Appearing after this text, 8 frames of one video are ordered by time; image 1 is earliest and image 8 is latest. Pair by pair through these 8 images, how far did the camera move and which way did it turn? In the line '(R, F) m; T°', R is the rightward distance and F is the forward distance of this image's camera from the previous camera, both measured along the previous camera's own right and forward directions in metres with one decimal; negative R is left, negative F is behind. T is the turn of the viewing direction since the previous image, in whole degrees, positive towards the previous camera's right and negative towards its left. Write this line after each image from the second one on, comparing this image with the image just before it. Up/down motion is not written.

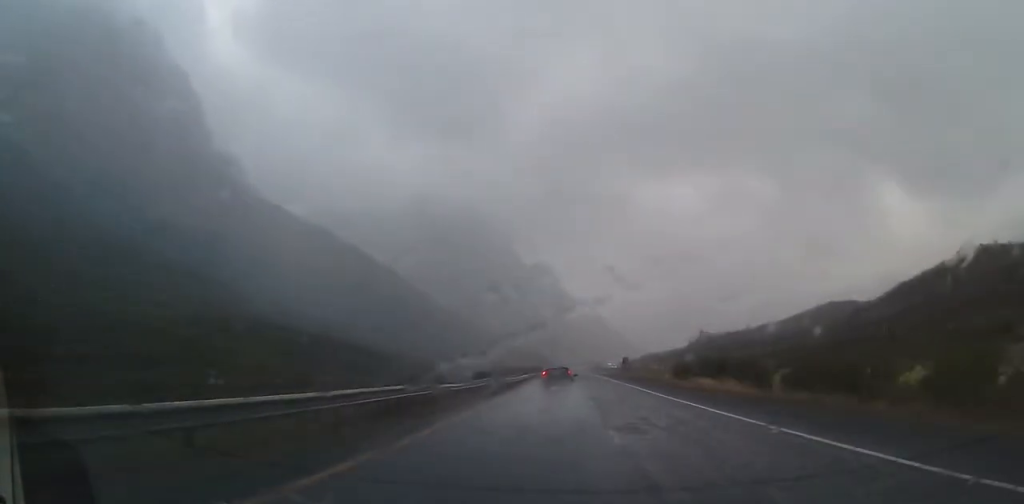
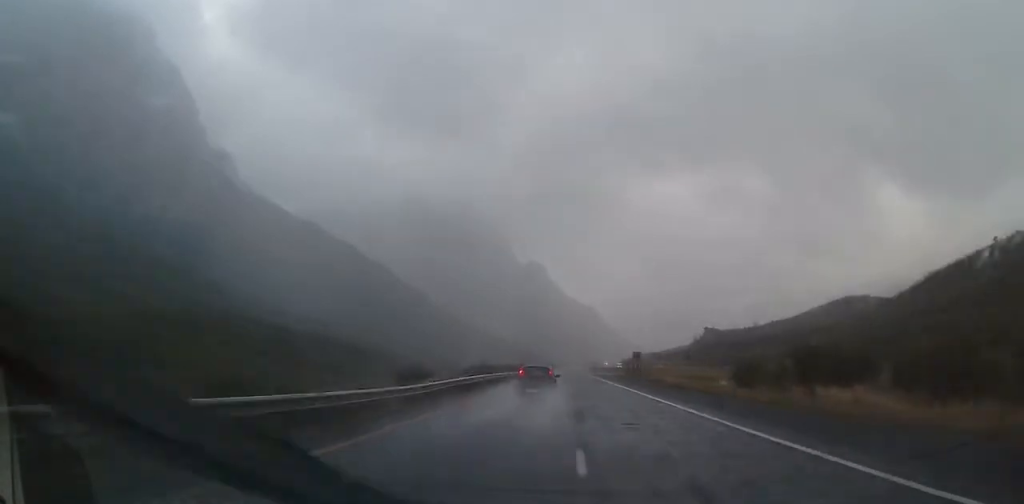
(+0.2, +28.4) m; +1°
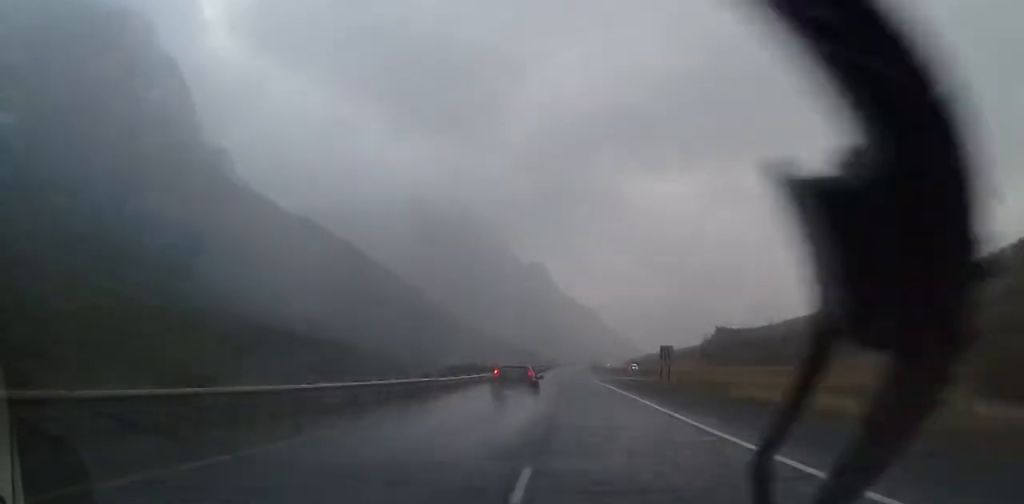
(+0.1, +24.9) m; 0°
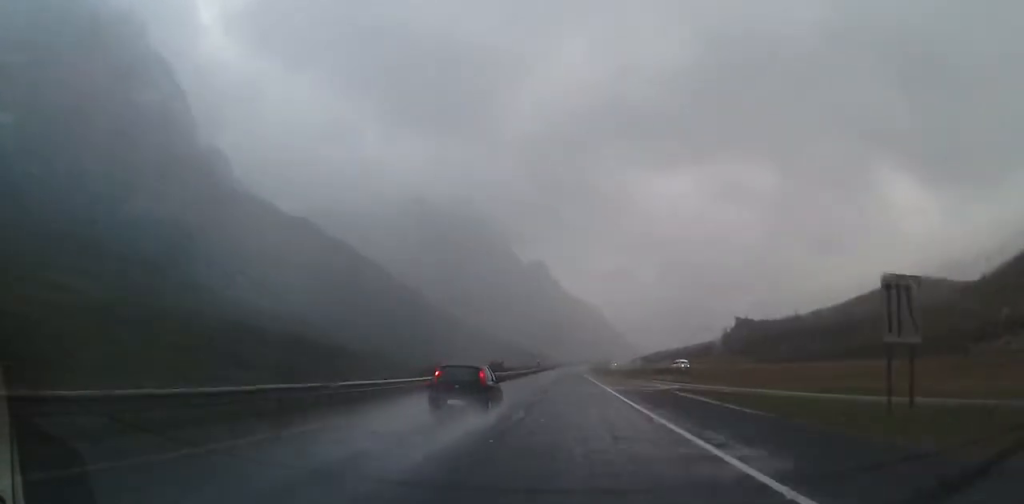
(0.0, +37.6) m; 0°
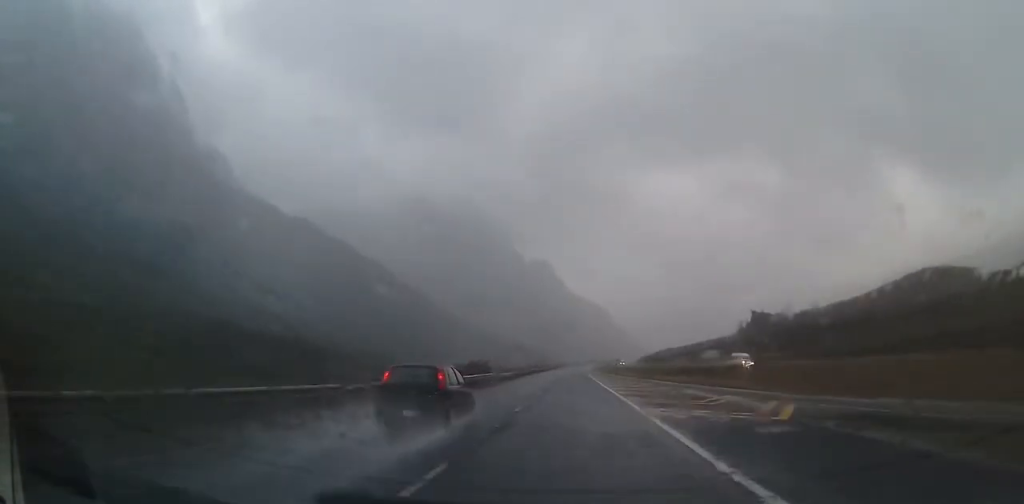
(0.0, +20.5) m; 0°
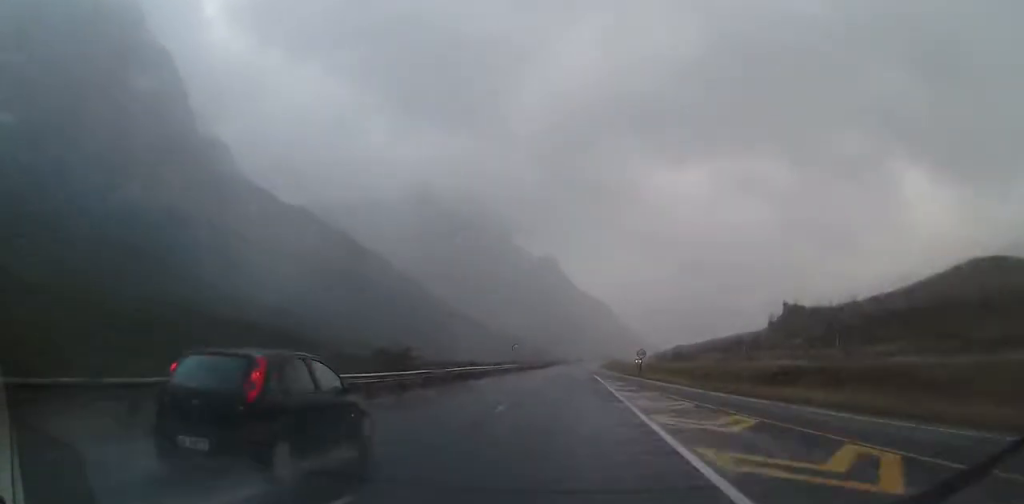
(-0.3, +37.4) m; -1°
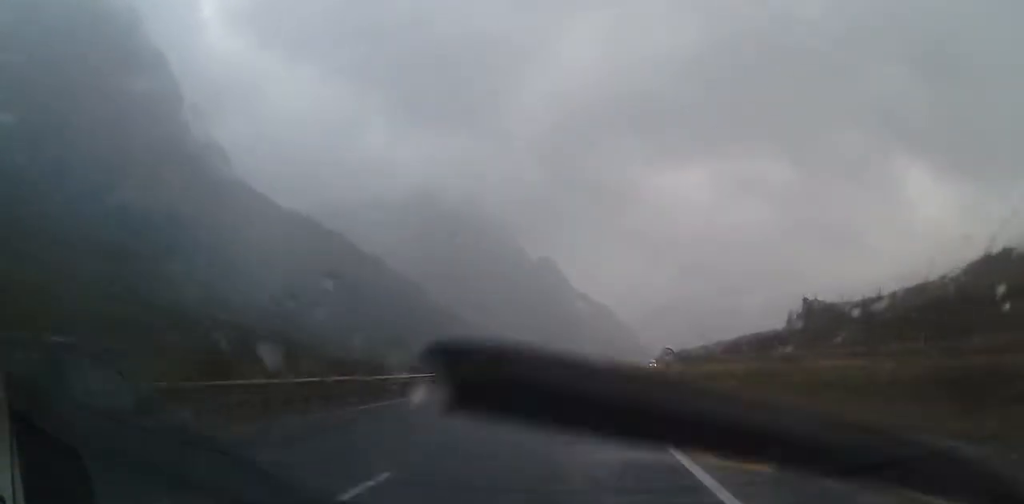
(-0.2, +22.0) m; -1°
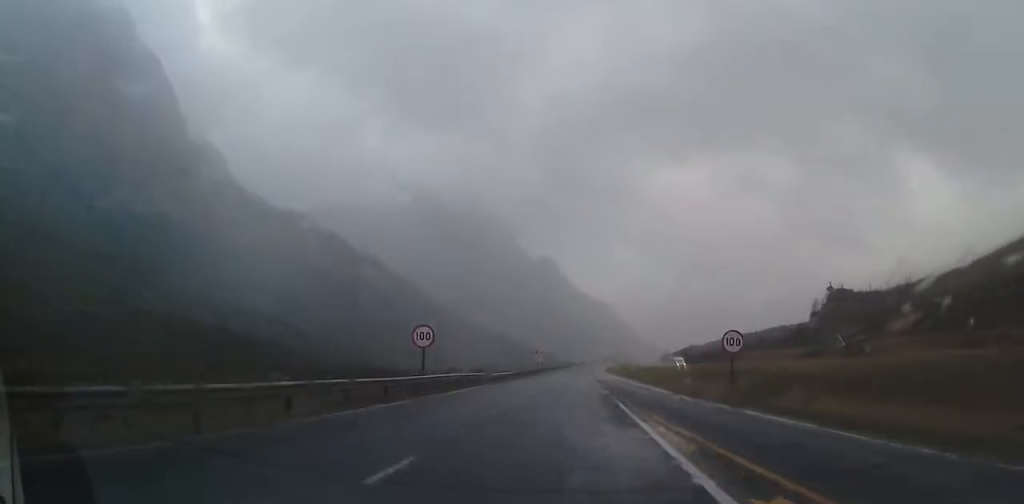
(-0.3, +22.1) m; 0°
